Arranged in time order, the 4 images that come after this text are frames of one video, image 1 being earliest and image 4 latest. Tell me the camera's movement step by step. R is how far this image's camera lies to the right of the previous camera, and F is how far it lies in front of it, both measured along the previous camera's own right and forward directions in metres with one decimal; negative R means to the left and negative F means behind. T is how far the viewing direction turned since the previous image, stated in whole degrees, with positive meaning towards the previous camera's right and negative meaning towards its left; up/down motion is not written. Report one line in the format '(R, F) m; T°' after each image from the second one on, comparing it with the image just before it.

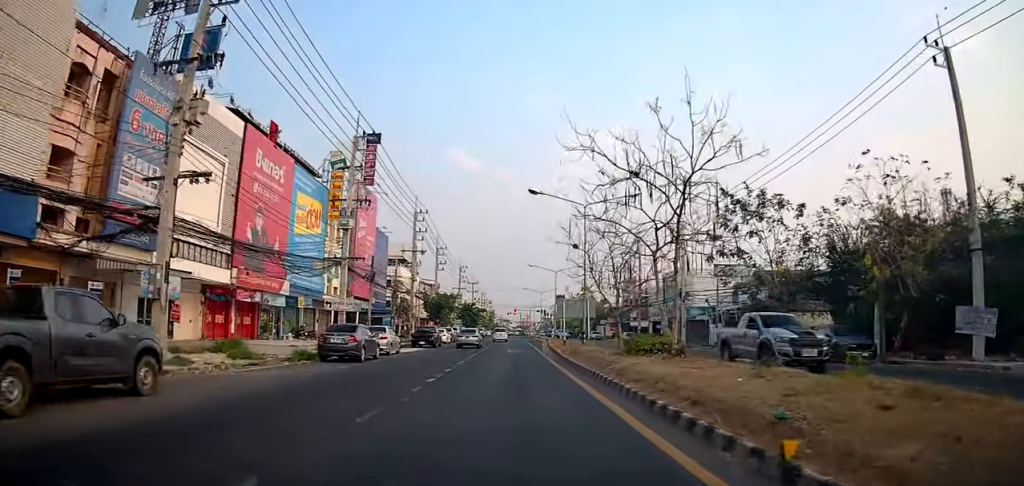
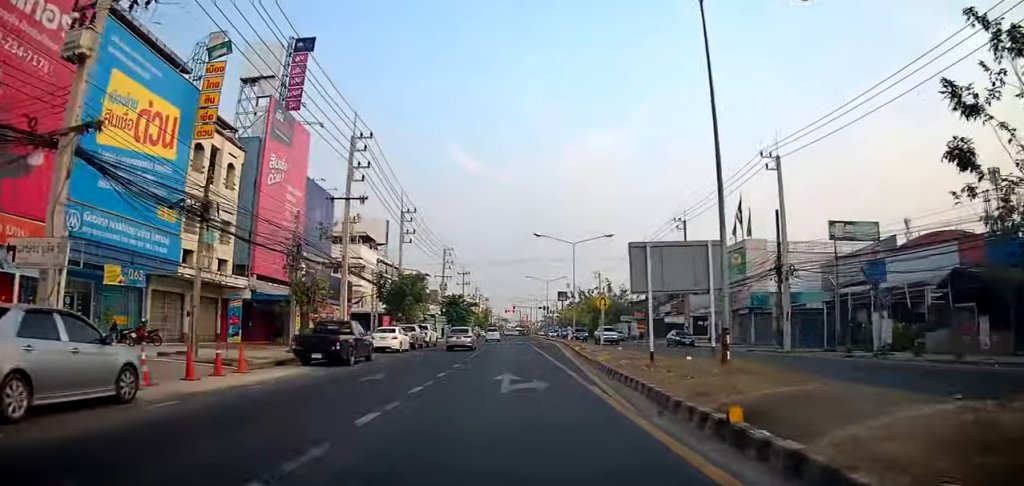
(-0.4, +22.1) m; +2°
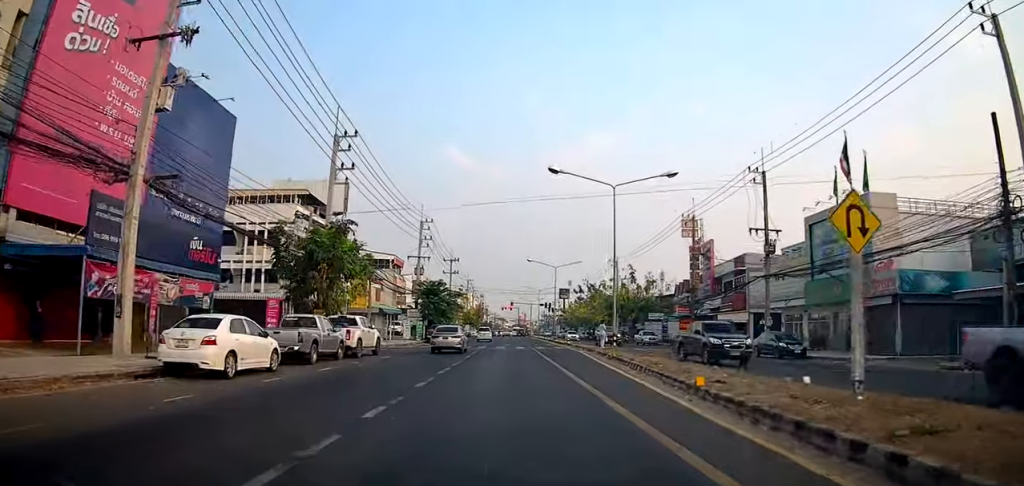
(+0.3, +19.8) m; -2°
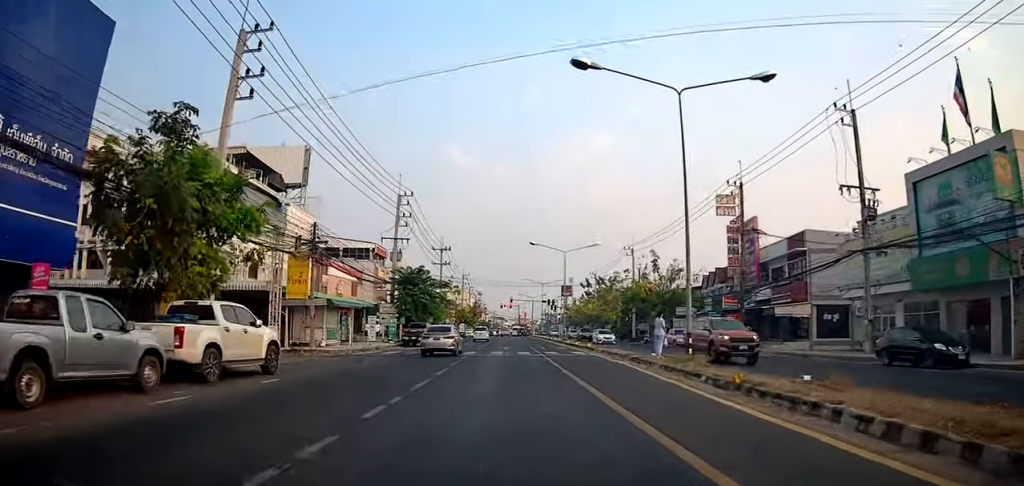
(-0.6, +12.3) m; +1°
